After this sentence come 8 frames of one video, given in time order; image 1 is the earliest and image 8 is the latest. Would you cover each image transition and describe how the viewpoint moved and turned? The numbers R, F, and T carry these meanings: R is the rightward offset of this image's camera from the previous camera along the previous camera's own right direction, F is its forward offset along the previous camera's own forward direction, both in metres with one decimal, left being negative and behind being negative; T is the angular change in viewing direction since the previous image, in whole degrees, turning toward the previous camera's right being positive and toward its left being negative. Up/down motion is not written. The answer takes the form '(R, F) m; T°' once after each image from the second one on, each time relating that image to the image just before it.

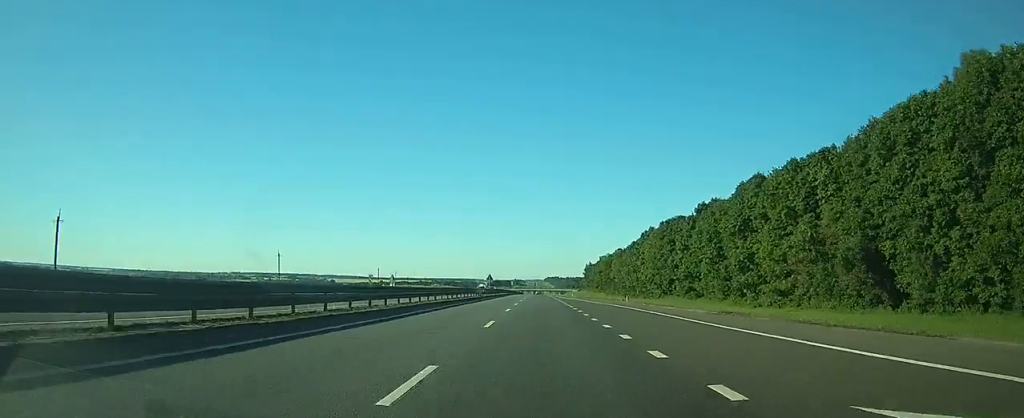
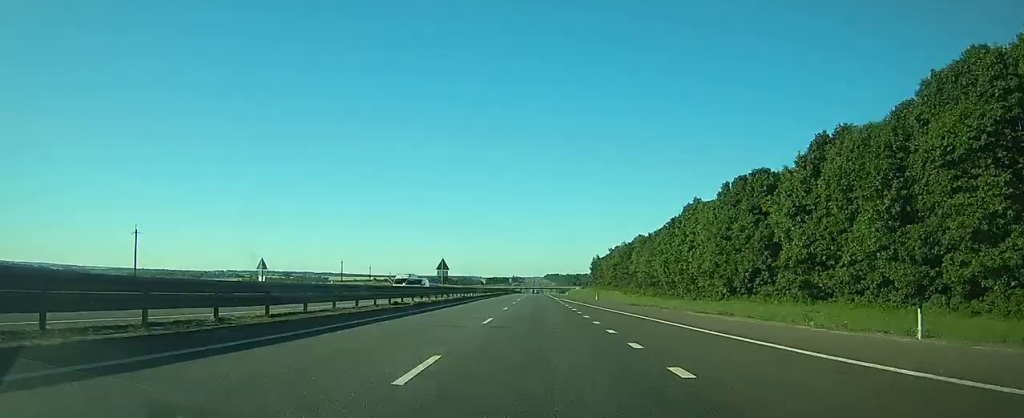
(0.0, +46.5) m; 0°
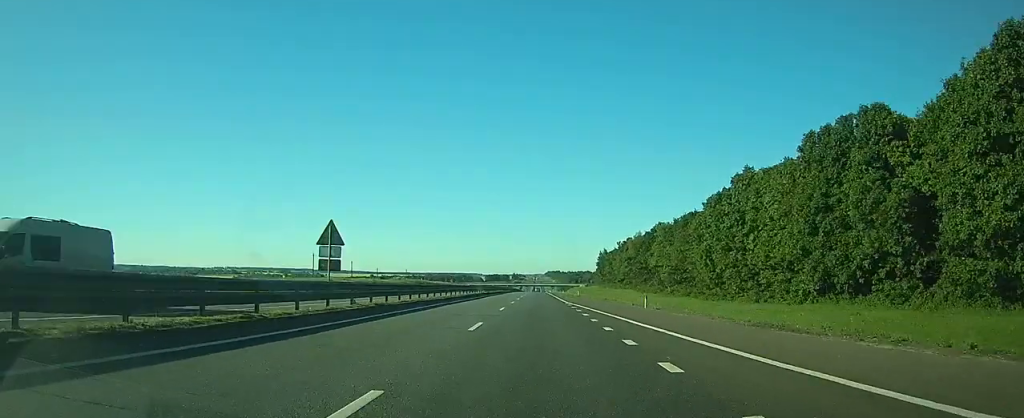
(0.0, +27.6) m; 0°
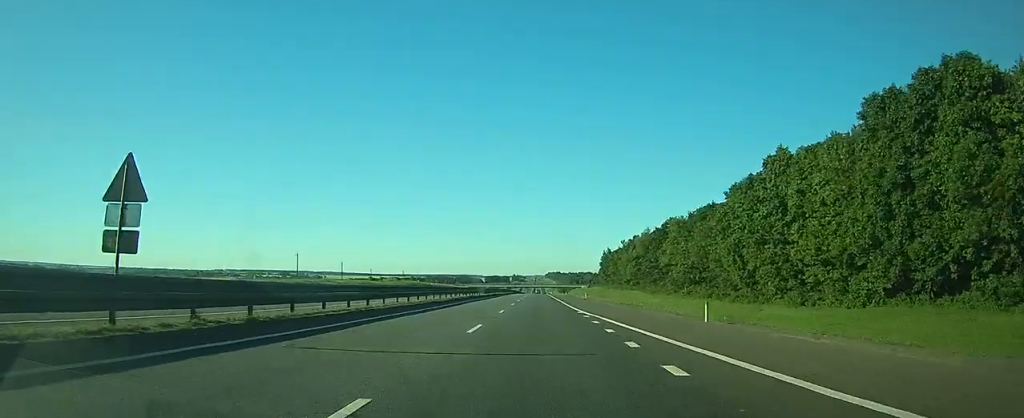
(0.0, +12.4) m; 0°
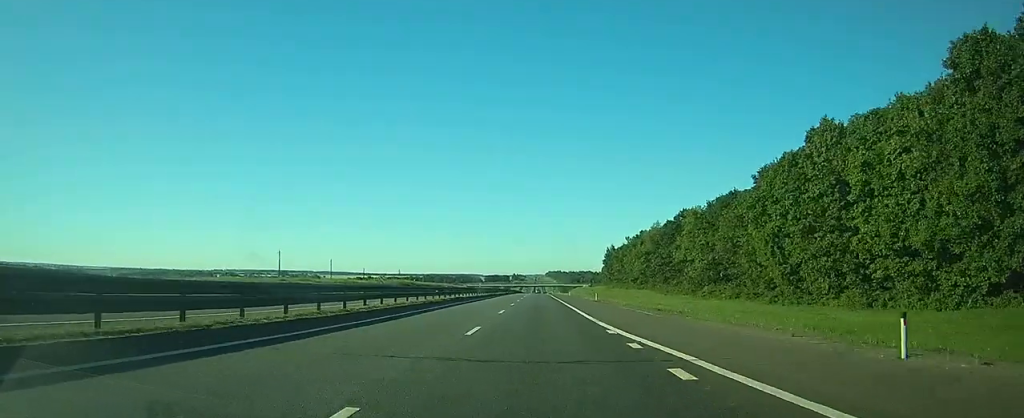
(0.0, +12.4) m; 0°
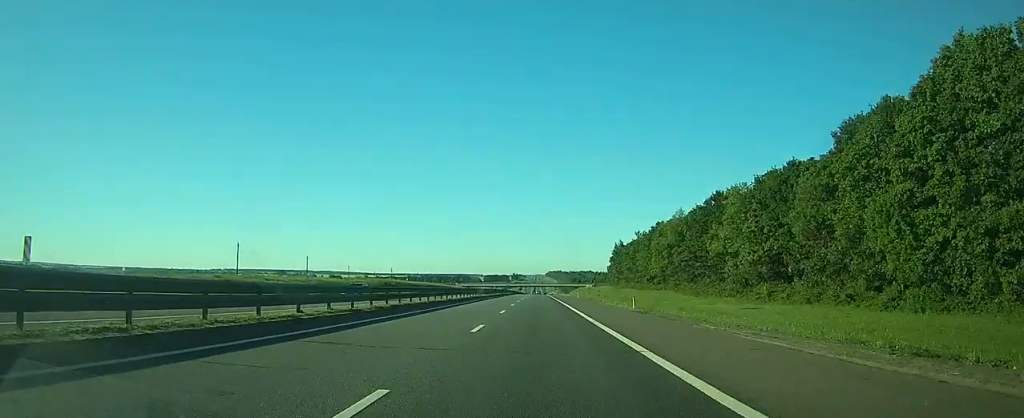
(0.0, +22.9) m; 0°
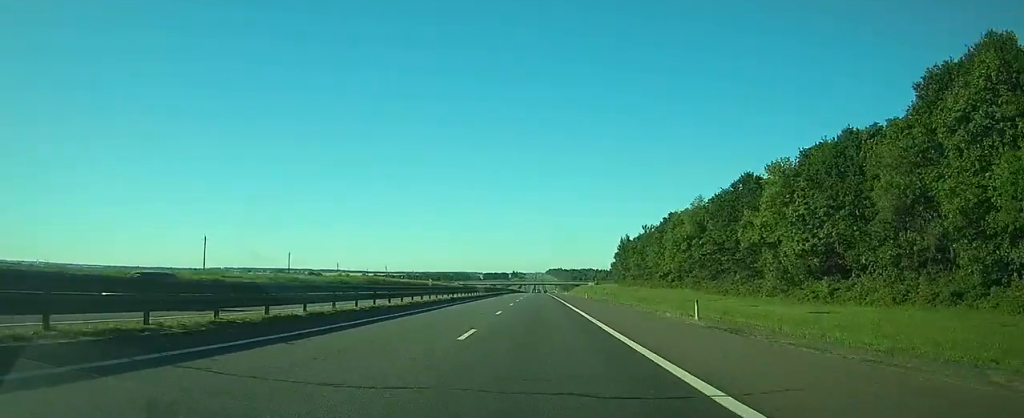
(0.0, +14.3) m; 0°
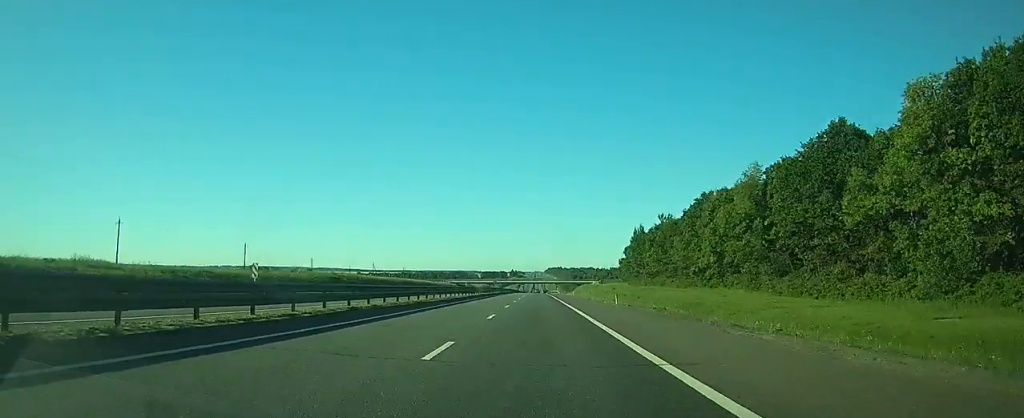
(0.0, +27.7) m; 0°
